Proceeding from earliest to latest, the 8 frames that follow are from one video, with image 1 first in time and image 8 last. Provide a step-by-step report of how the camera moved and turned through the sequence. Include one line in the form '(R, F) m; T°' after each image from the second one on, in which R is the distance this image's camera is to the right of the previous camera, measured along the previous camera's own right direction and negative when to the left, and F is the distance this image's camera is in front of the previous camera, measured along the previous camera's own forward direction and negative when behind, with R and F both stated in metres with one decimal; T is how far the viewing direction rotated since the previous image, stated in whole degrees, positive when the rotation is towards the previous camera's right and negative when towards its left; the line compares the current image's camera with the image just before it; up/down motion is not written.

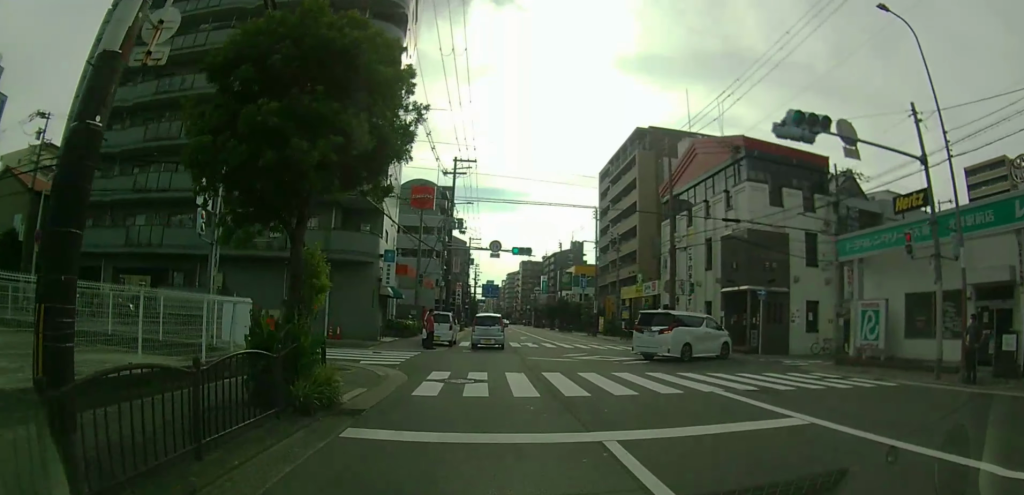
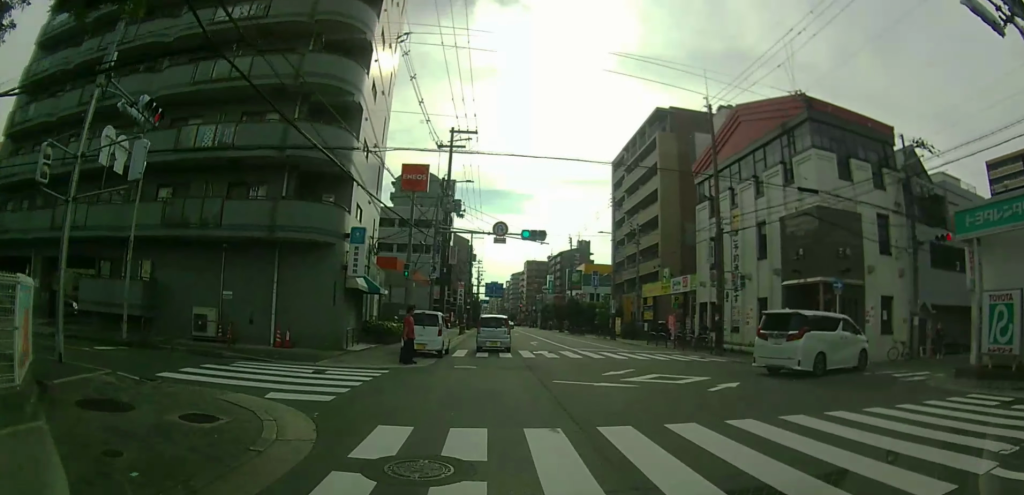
(-0.1, +6.8) m; -1°
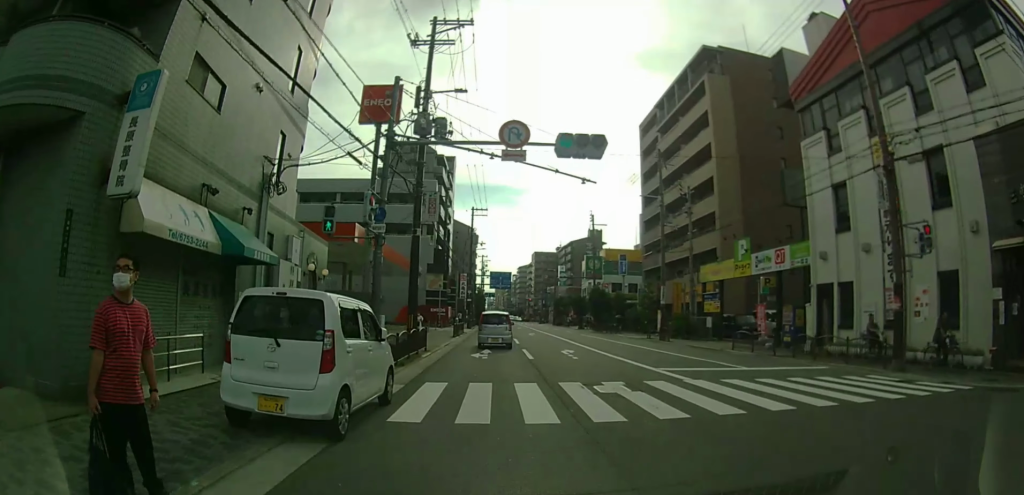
(+0.1, +13.7) m; +1°
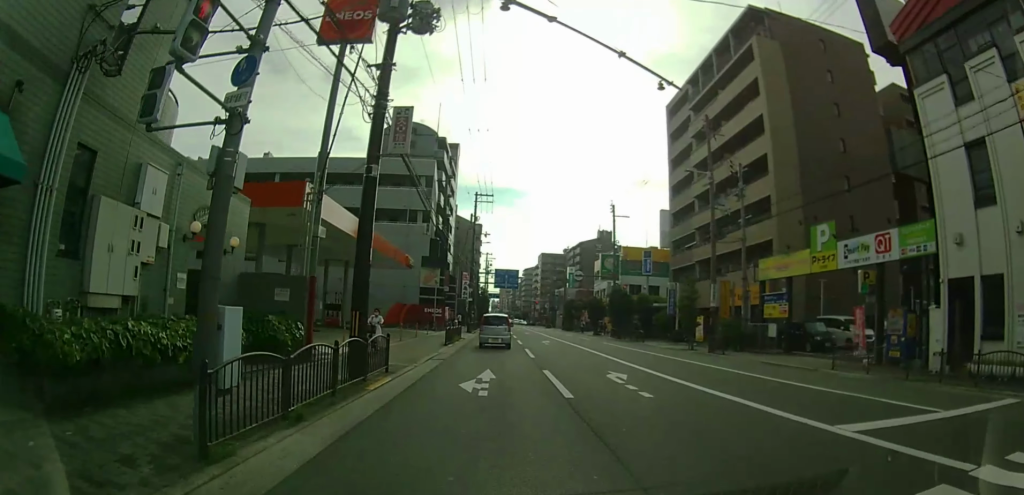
(-0.1, +8.8) m; -2°
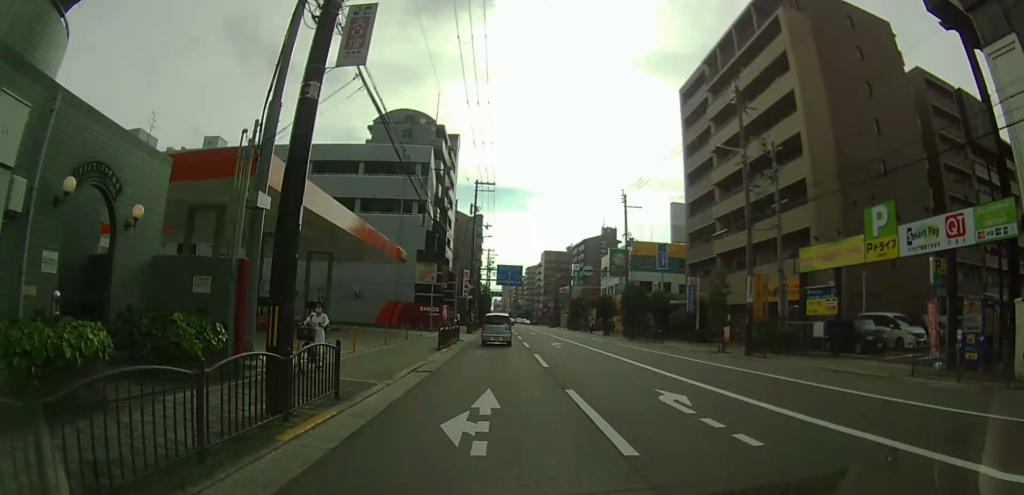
(-0.1, +4.7) m; -1°
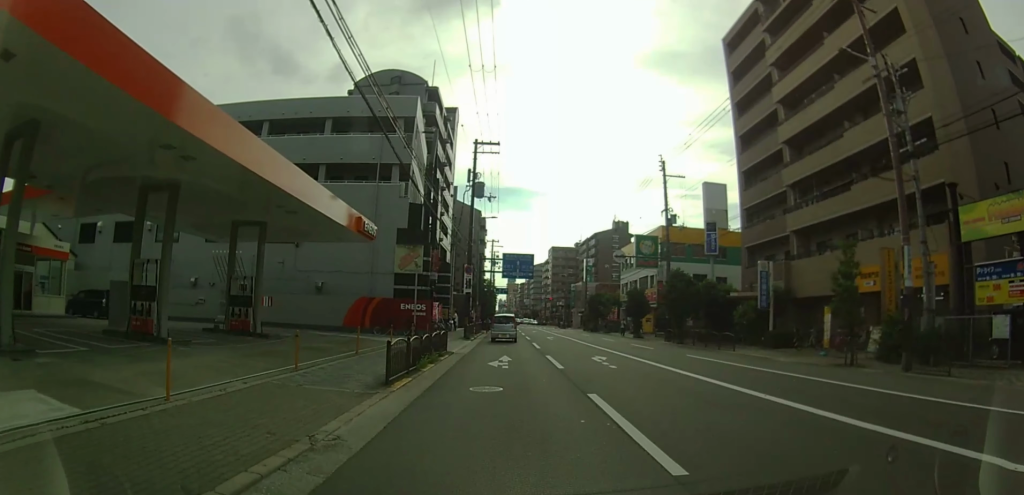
(-0.1, +10.3) m; -2°
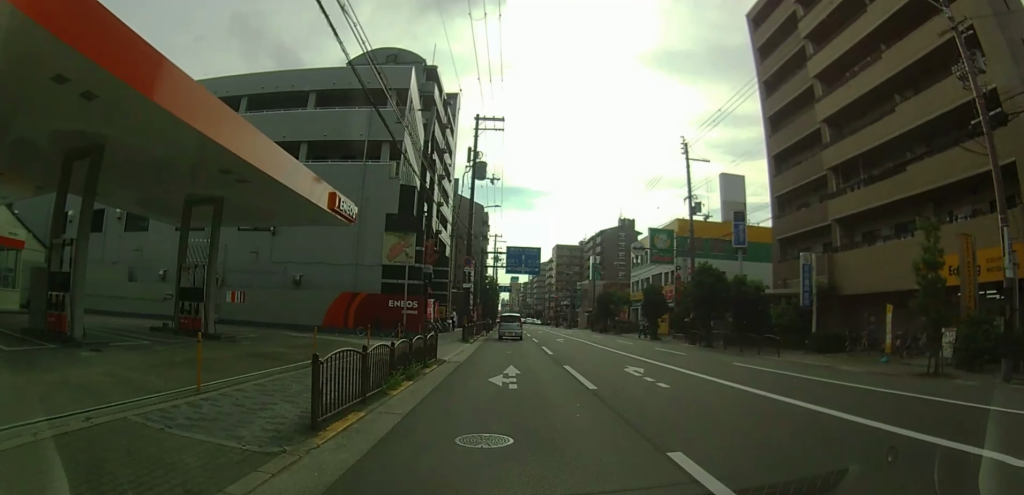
(0.0, +3.9) m; -1°
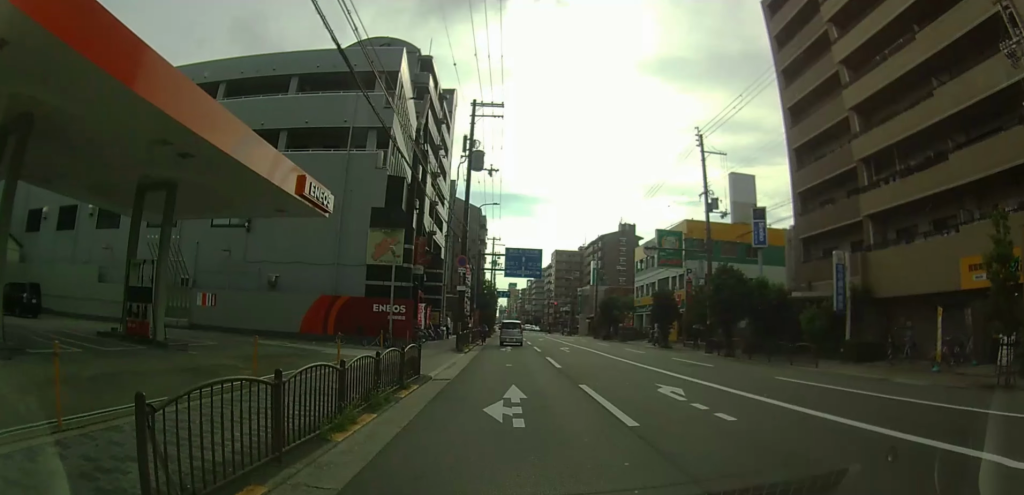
(0.0, +2.8) m; 0°
